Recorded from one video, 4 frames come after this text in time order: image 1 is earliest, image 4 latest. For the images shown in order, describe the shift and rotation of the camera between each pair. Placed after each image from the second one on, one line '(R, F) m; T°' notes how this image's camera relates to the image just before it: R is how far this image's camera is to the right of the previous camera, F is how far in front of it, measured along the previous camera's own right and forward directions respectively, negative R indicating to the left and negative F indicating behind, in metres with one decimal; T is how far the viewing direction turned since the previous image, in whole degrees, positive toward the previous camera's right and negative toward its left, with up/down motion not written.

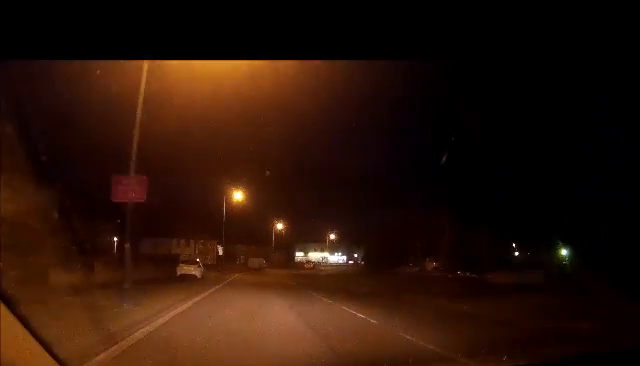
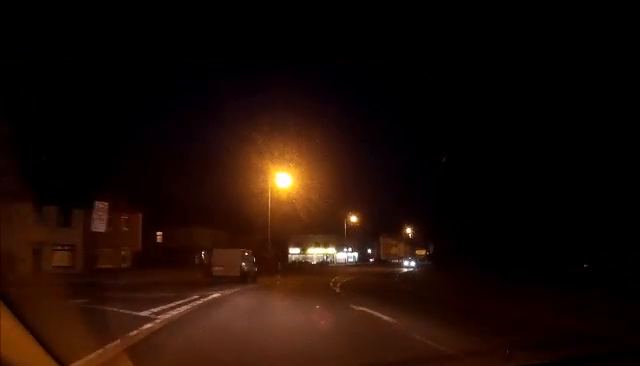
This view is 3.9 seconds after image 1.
(-0.2, +46.7) m; +3°
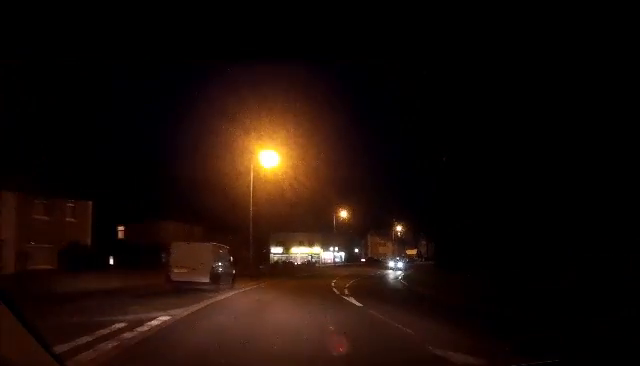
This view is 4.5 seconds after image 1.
(+0.3, +8.1) m; +3°
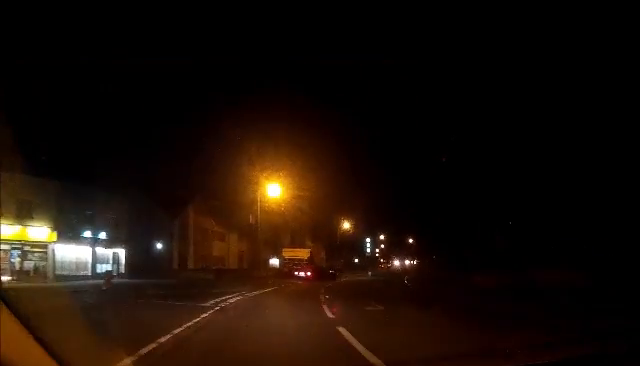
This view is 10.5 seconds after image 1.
(+15.8, +67.6) m; +25°
